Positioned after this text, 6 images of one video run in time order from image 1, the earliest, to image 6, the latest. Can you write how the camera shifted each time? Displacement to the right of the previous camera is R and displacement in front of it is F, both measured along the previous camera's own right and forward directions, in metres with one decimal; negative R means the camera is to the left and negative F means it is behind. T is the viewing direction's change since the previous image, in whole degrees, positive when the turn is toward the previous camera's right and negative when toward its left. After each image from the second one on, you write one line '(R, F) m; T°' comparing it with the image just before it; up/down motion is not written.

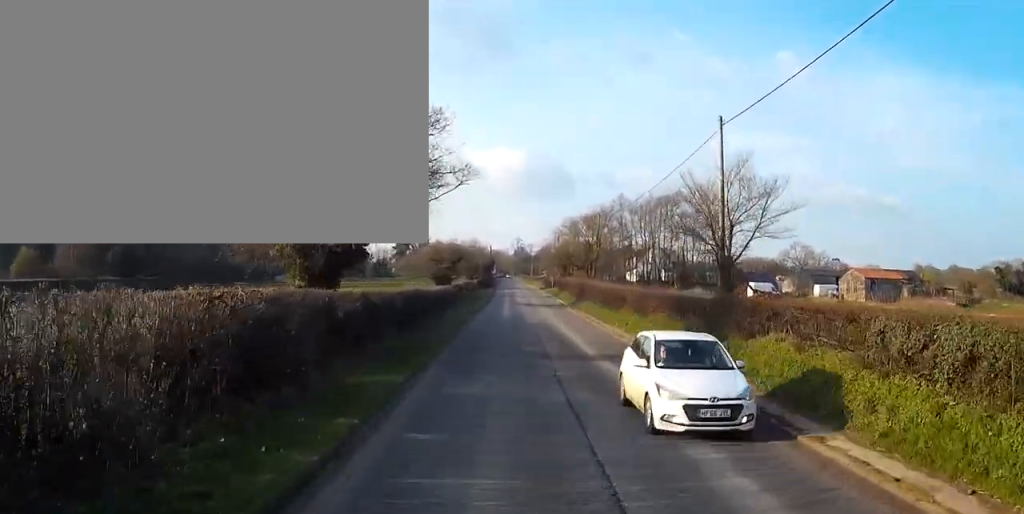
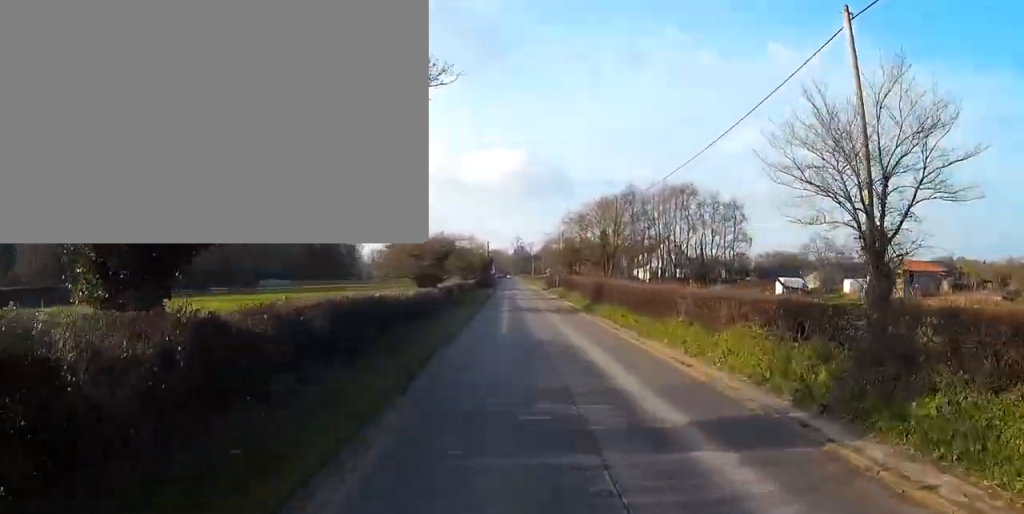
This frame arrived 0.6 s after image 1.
(0.0, +11.9) m; 0°
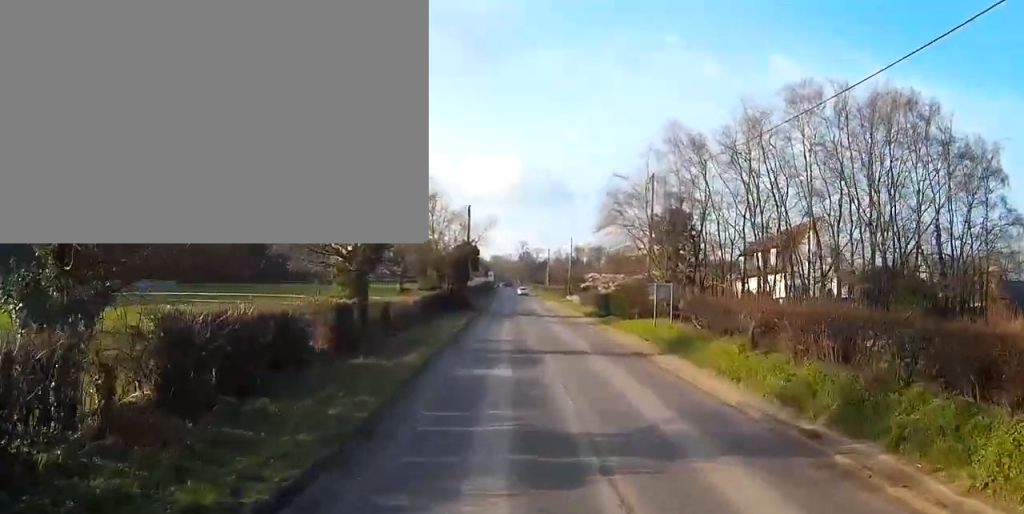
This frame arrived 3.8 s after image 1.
(-0.2, +63.7) m; 0°
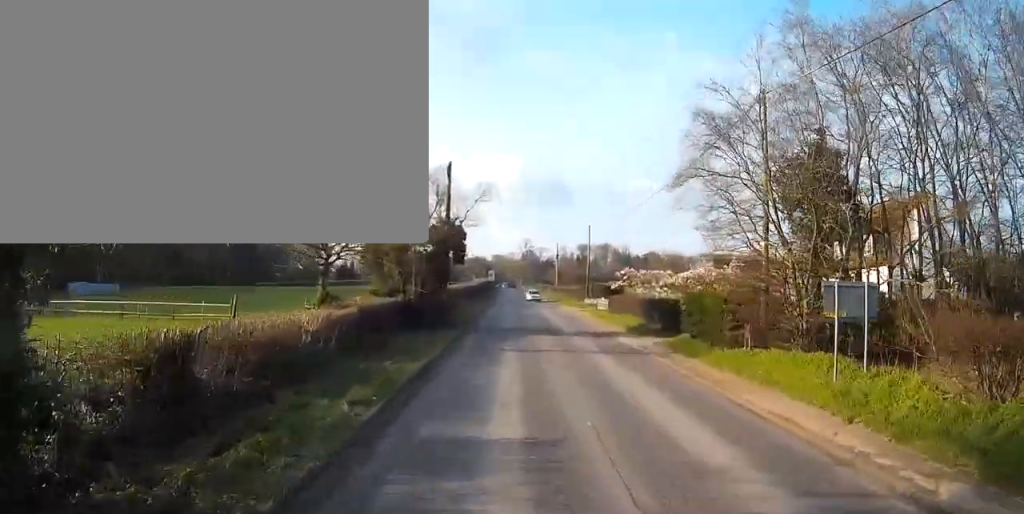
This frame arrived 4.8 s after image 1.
(0.0, +19.0) m; 0°
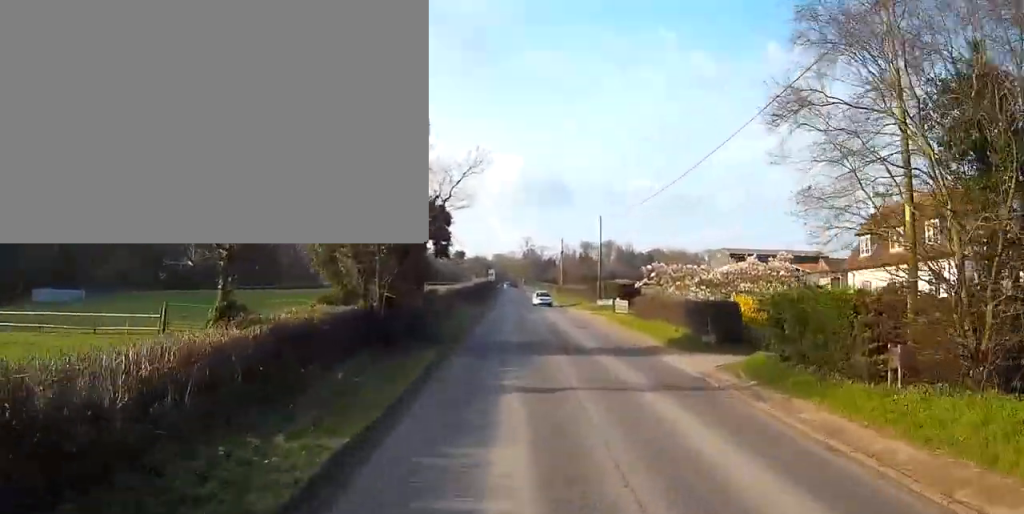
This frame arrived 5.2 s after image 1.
(0.0, +8.4) m; 0°
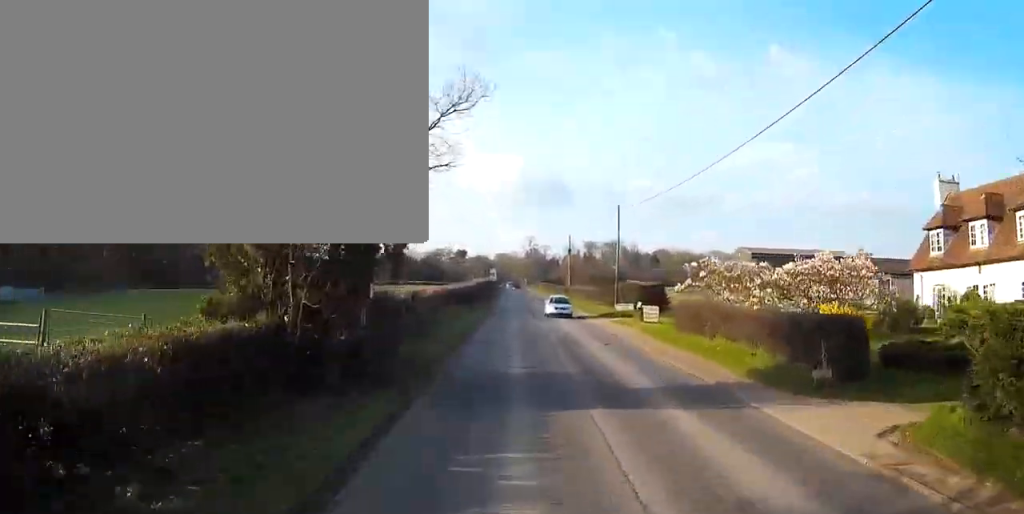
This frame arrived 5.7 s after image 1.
(0.0, +9.7) m; 0°
